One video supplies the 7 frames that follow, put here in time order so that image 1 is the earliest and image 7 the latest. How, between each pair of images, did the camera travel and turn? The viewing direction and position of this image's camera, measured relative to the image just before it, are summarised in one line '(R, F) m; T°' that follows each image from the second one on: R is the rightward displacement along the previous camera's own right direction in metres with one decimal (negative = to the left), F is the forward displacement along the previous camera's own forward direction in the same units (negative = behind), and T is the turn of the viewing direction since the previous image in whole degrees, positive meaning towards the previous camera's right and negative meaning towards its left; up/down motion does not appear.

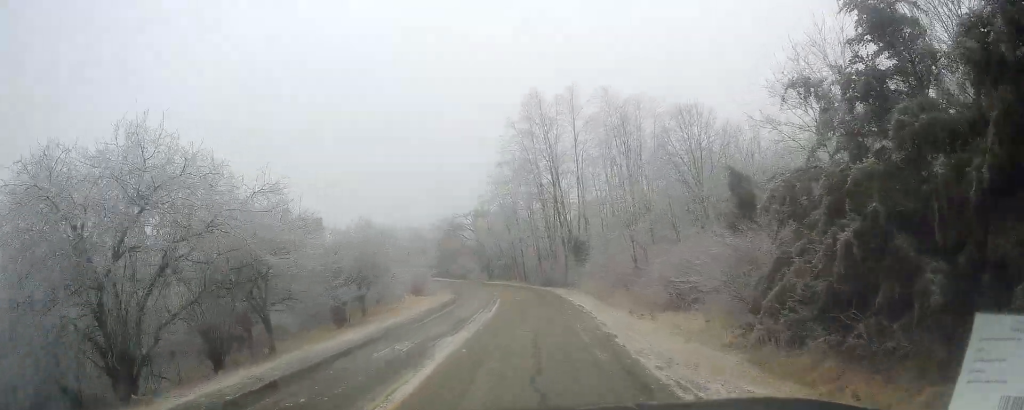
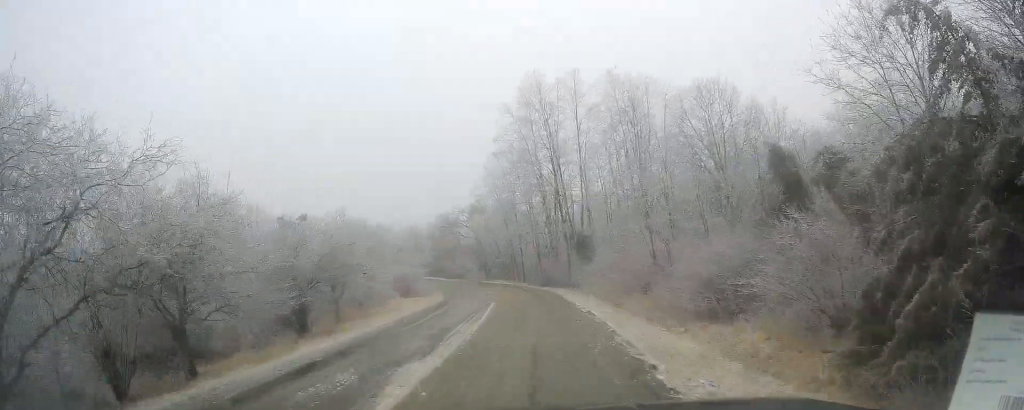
(-0.1, +4.6) m; -1°
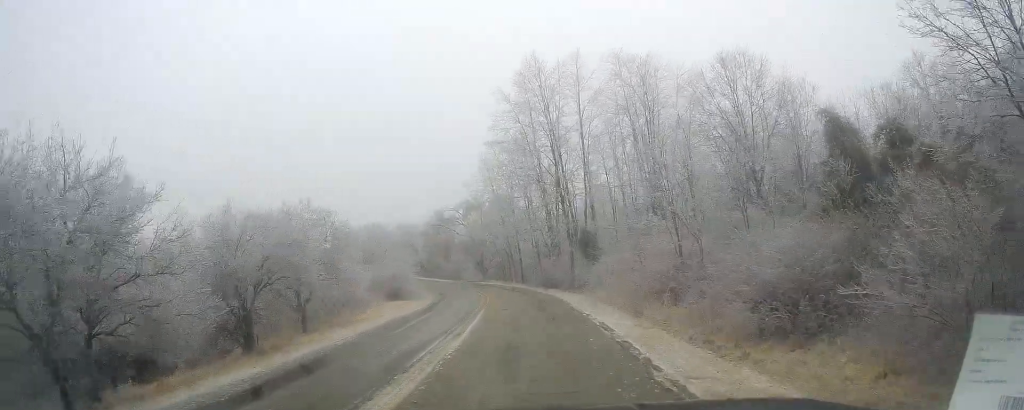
(0.0, +4.6) m; 0°
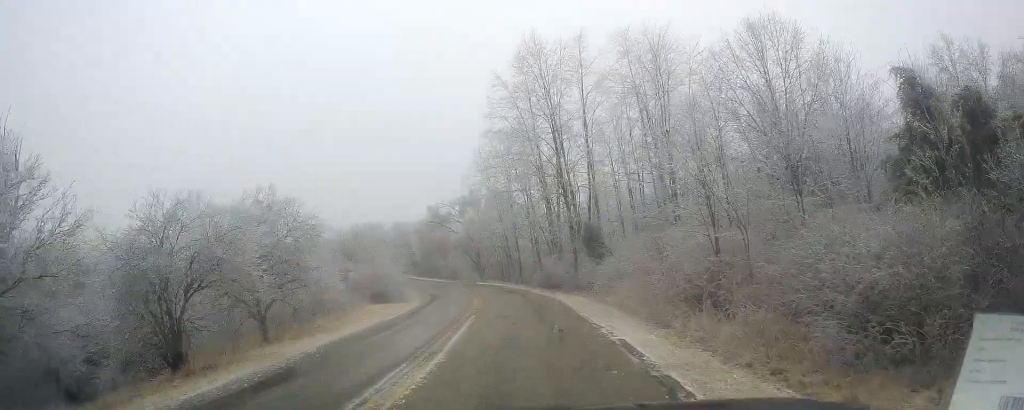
(0.0, +4.2) m; 0°
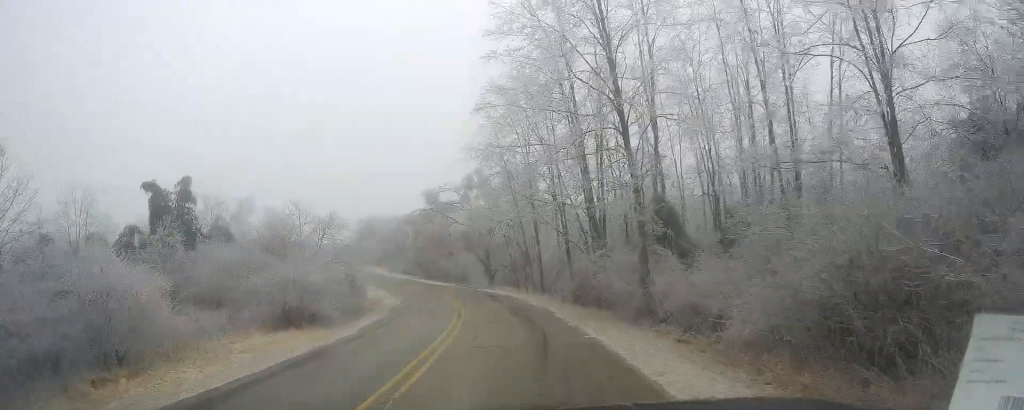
(-0.8, +20.1) m; -5°
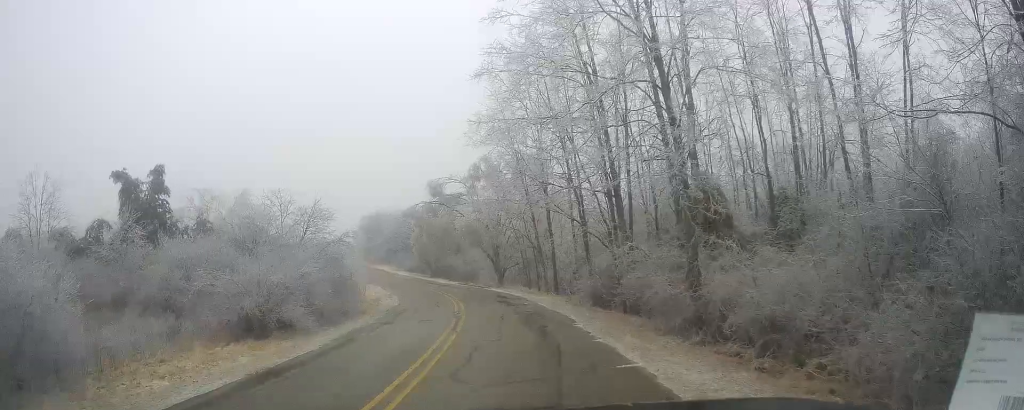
(0.0, +4.6) m; 0°
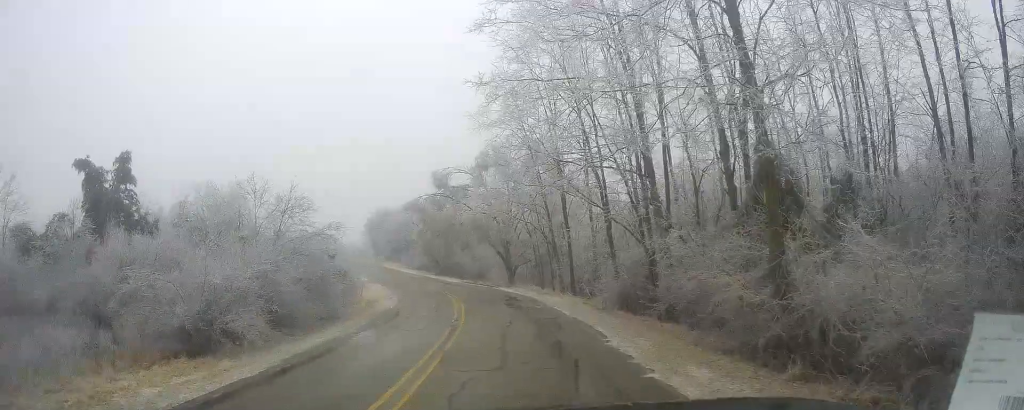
(+0.3, +4.5) m; 0°
